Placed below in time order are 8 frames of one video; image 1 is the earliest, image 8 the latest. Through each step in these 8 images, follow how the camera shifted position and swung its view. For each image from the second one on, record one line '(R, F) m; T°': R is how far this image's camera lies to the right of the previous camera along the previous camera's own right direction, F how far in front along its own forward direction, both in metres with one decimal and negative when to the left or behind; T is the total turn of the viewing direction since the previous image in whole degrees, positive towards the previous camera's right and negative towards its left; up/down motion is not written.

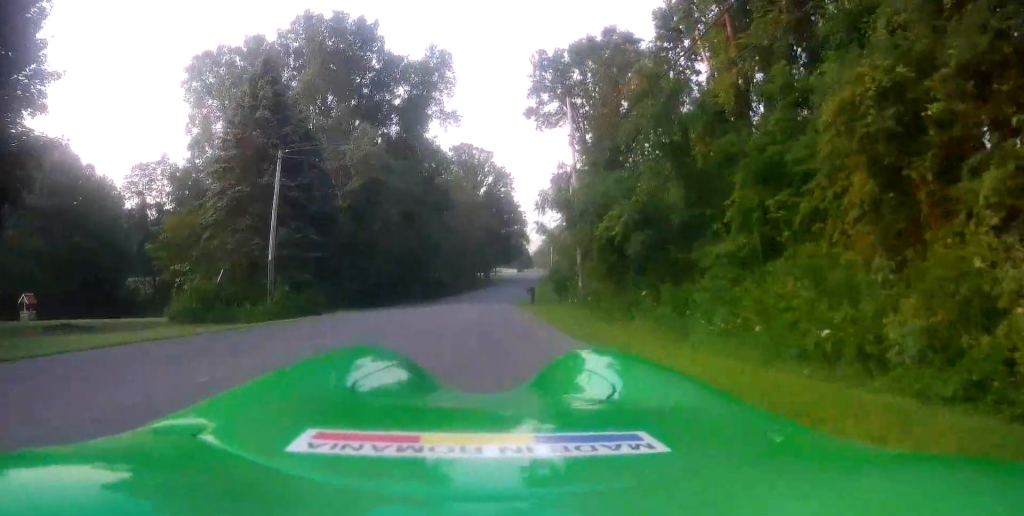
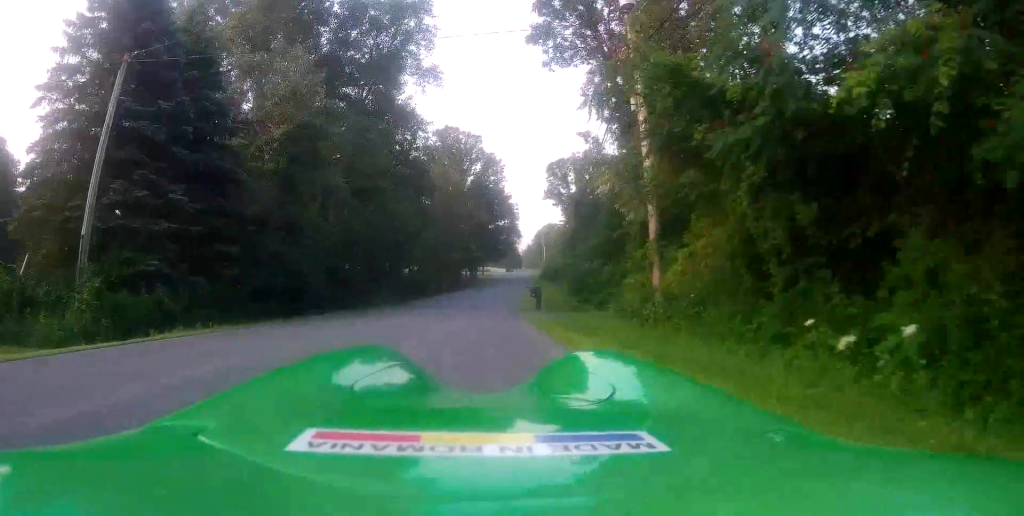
(+0.1, +12.8) m; +2°
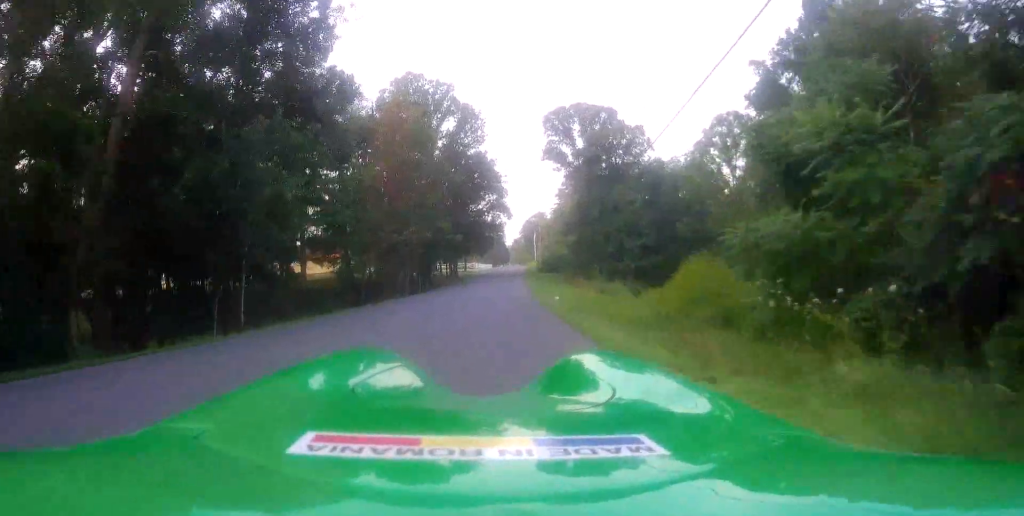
(+0.8, +26.8) m; +4°
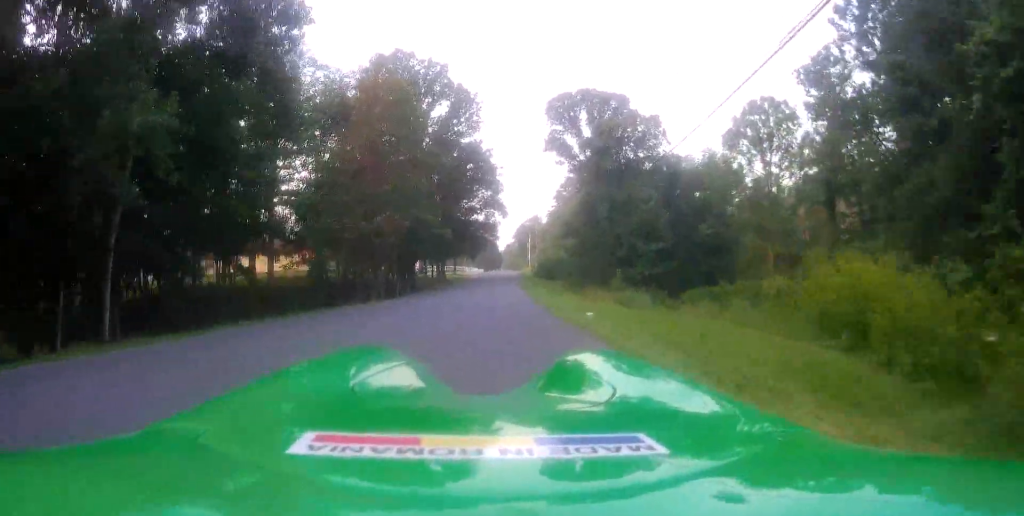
(+0.2, +8.1) m; 0°
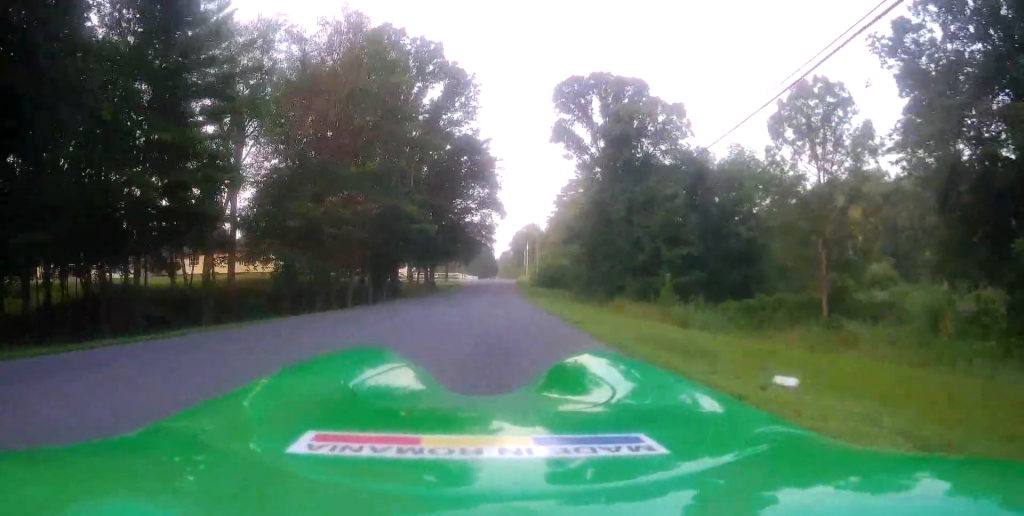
(+0.1, +8.5) m; 0°
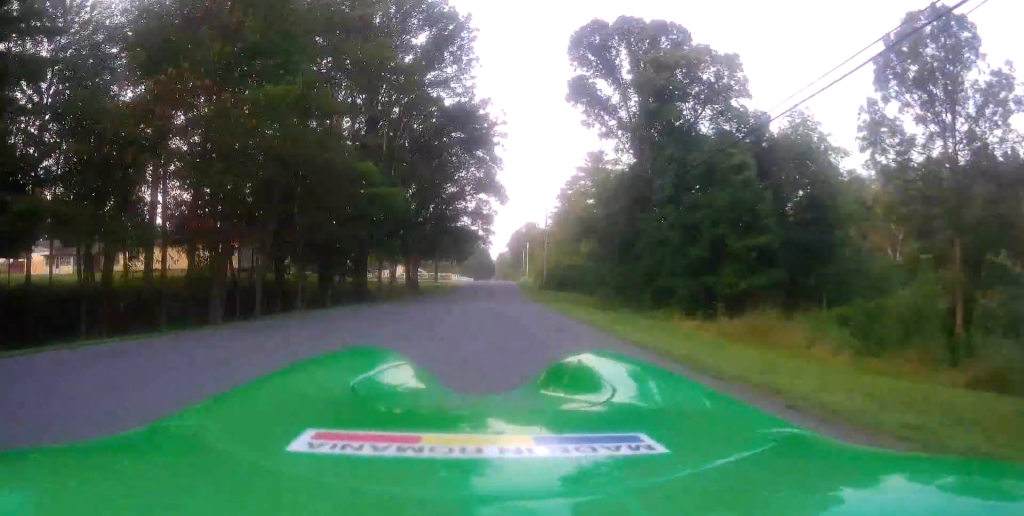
(-0.2, +13.0) m; 0°
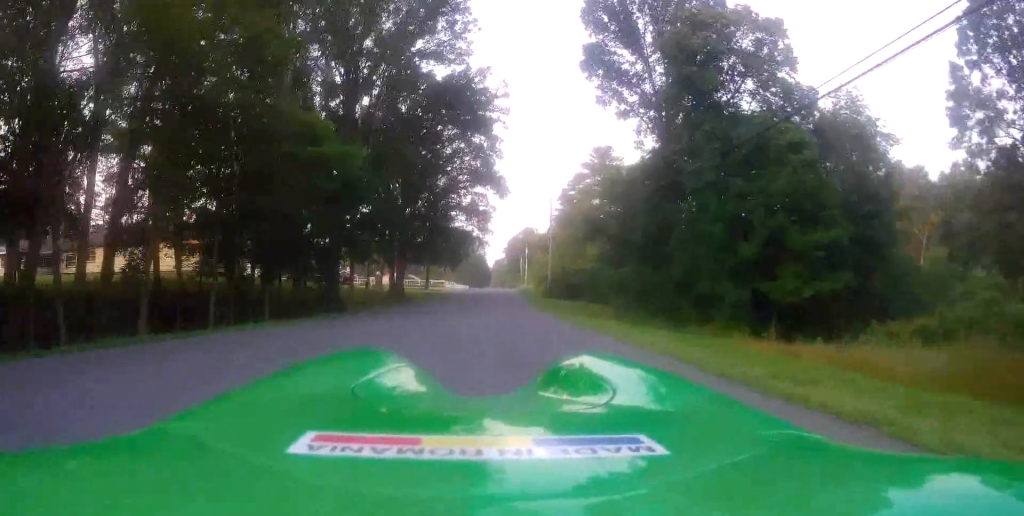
(+0.1, +6.7) m; +1°
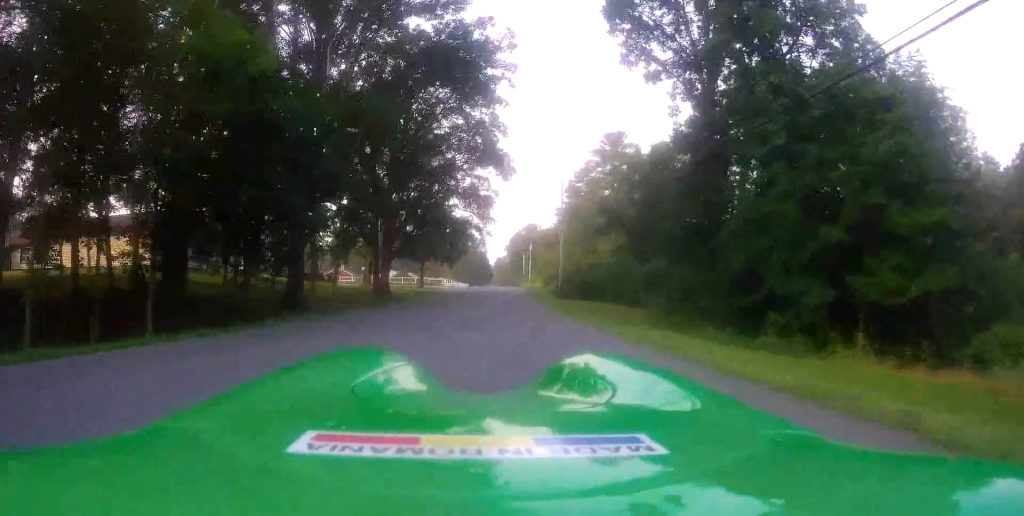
(+0.1, +7.2) m; +1°
